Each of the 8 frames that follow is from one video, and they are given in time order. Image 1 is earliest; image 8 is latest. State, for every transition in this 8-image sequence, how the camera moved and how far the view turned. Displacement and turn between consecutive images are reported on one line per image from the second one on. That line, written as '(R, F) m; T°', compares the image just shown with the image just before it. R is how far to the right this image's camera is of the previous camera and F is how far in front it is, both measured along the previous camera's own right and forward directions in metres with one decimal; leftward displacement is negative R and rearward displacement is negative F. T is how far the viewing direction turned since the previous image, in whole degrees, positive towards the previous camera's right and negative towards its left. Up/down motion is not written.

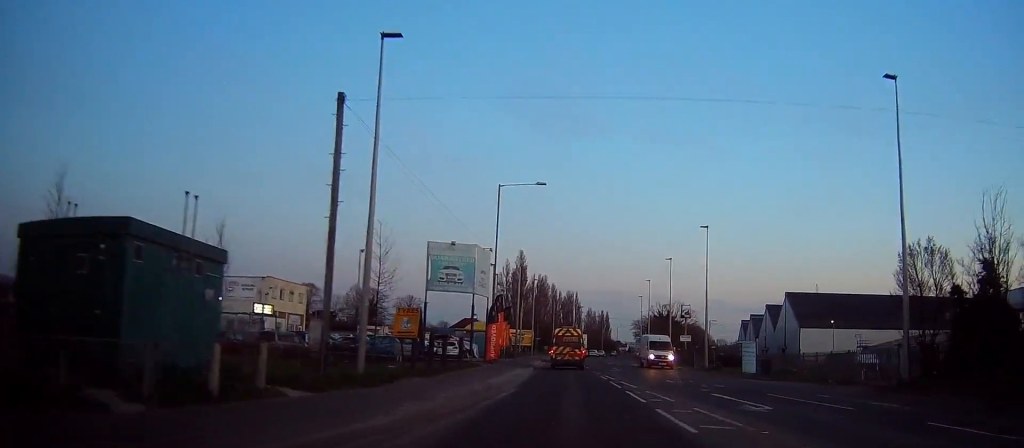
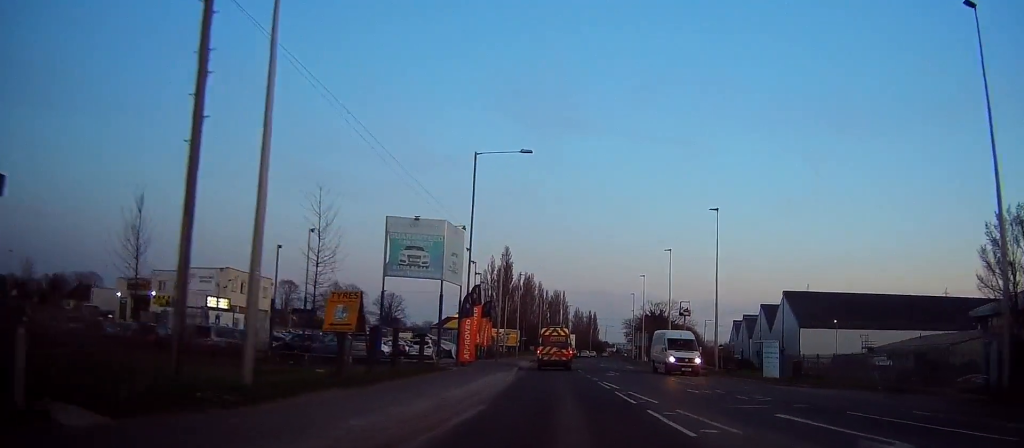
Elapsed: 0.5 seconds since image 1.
(0.0, +6.4) m; +1°
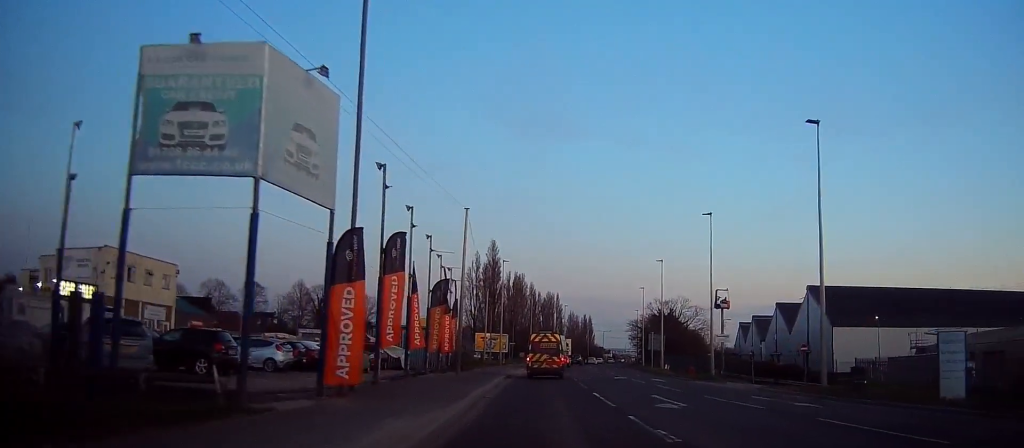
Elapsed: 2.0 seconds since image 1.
(+0.1, +17.7) m; -1°
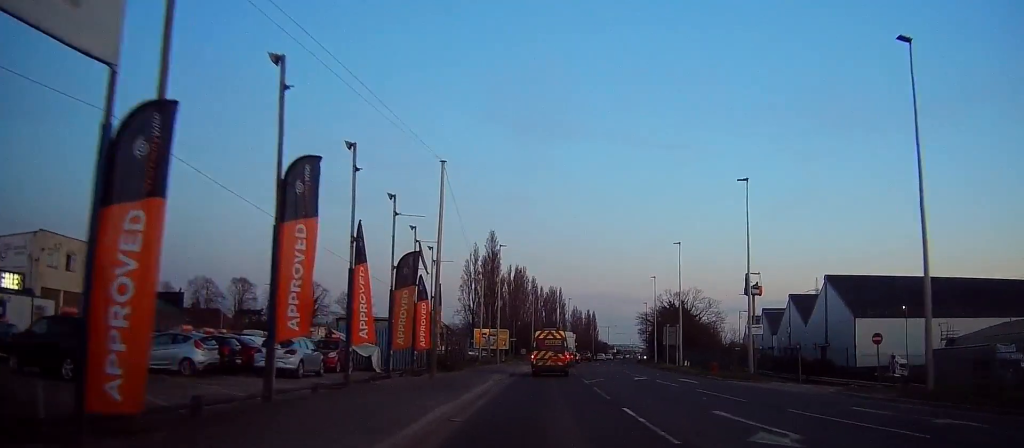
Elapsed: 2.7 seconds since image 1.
(-0.1, +7.5) m; 0°
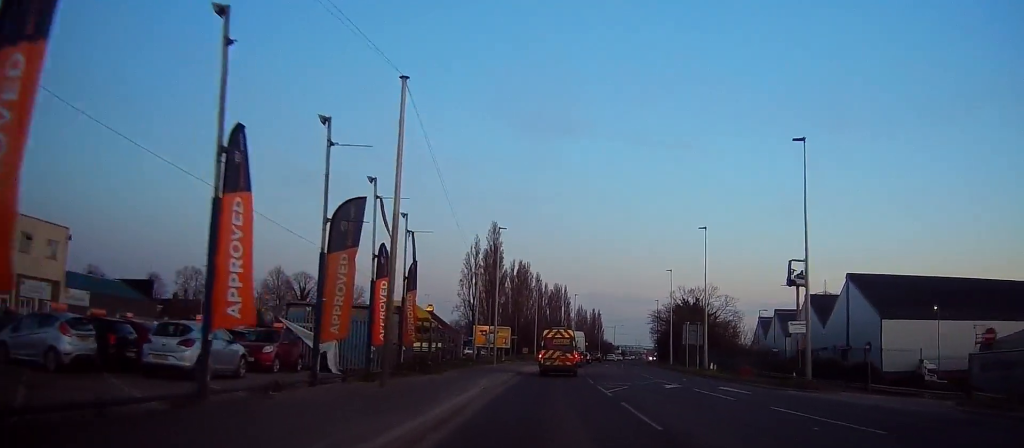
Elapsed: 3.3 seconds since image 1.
(+0.1, +7.4) m; +2°
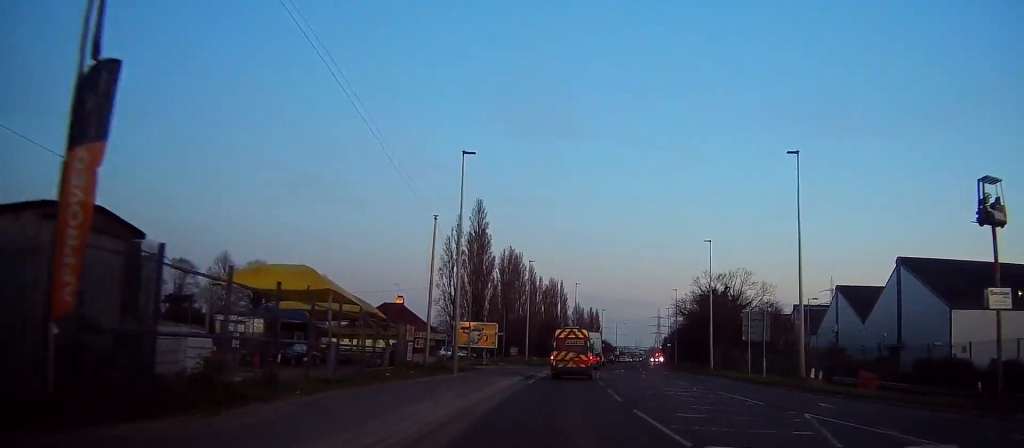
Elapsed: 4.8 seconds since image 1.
(+0.2, +19.6) m; 0°
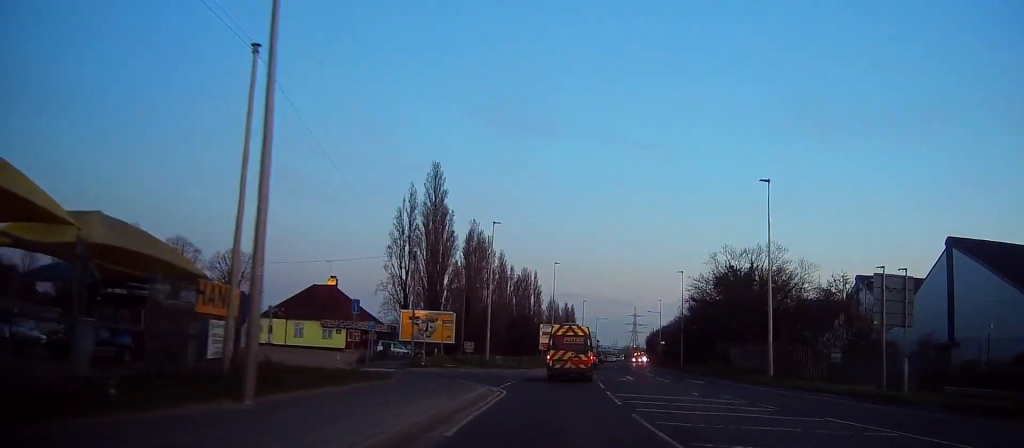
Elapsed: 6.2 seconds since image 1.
(-0.2, +19.2) m; +1°
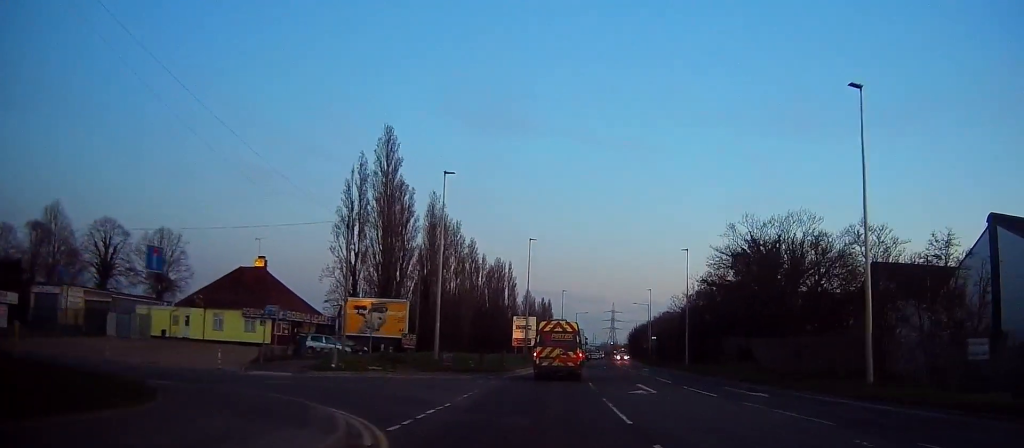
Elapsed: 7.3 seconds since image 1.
(+0.5, +13.4) m; +3°
